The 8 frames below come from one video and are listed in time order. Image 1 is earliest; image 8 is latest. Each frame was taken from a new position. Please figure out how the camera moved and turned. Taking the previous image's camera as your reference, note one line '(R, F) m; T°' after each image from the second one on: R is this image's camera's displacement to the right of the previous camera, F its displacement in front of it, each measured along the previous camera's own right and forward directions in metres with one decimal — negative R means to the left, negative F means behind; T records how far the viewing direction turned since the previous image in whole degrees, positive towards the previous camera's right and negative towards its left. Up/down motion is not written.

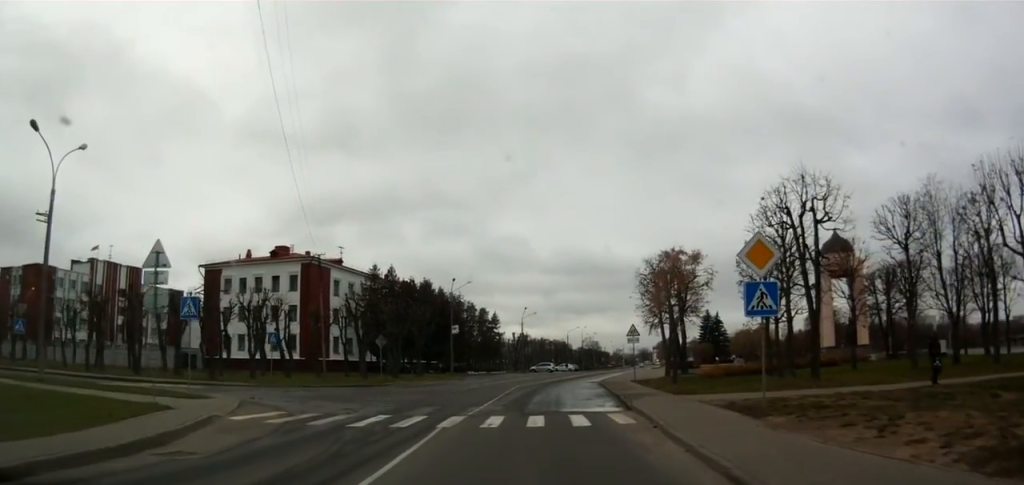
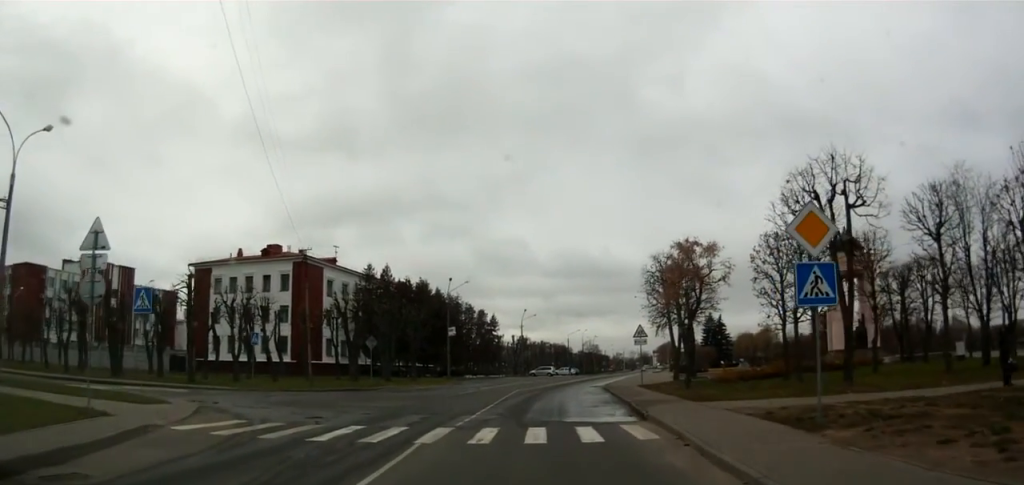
(-0.2, +2.3) m; -2°
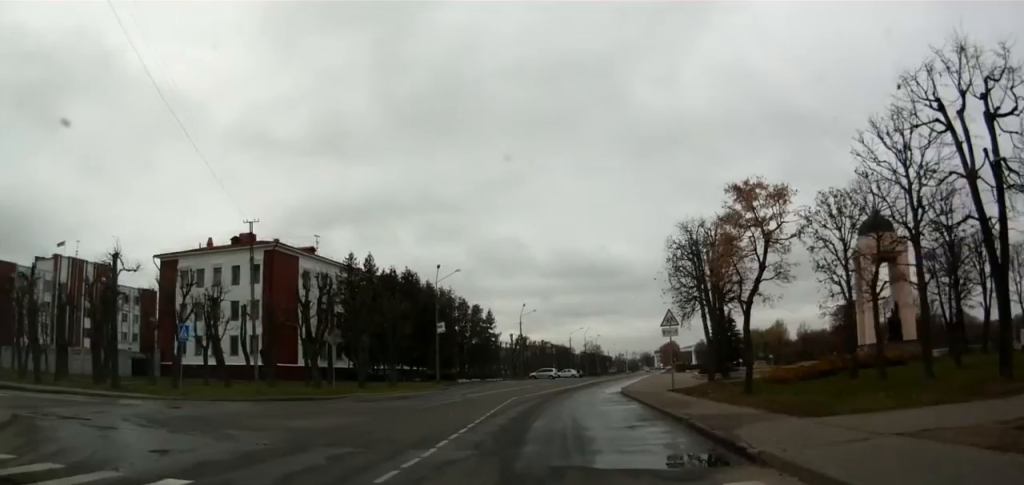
(-0.1, +6.9) m; -3°
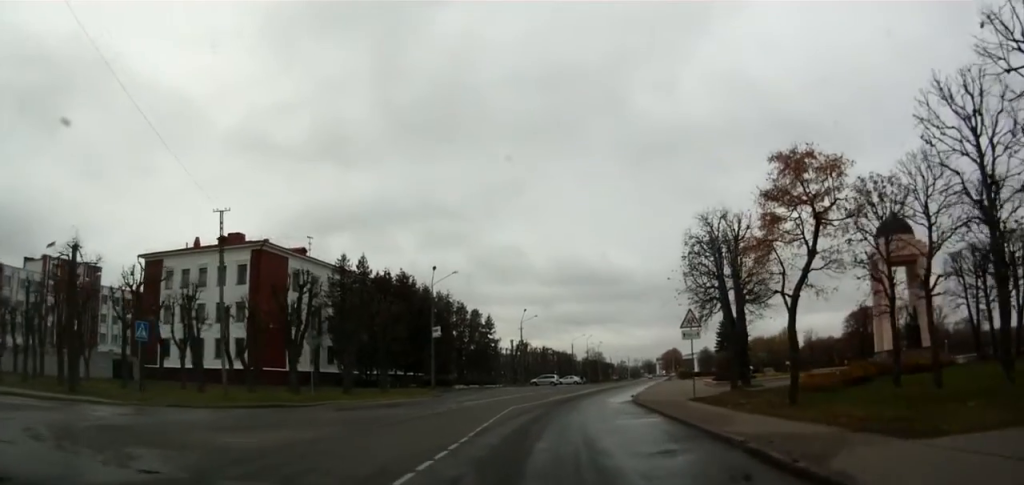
(-0.2, +3.4) m; +2°
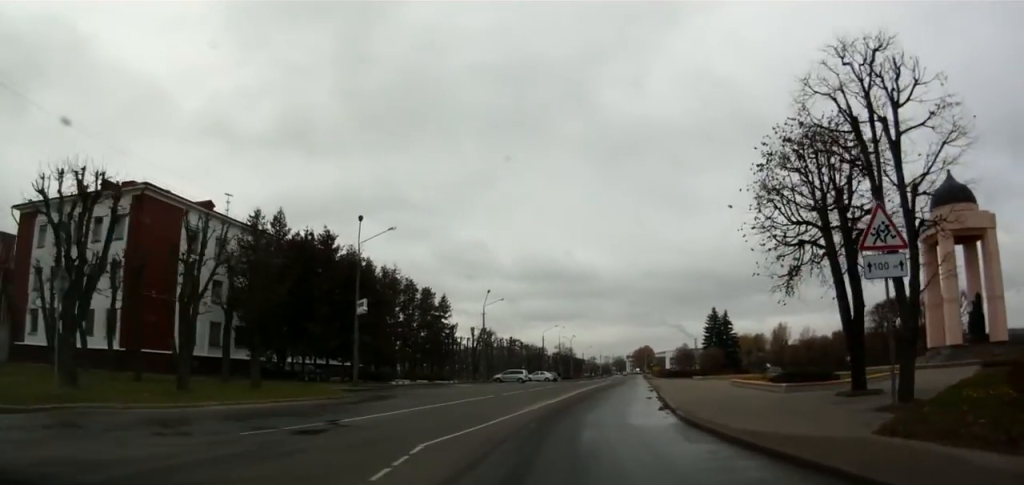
(+1.0, +14.2) m; +6°
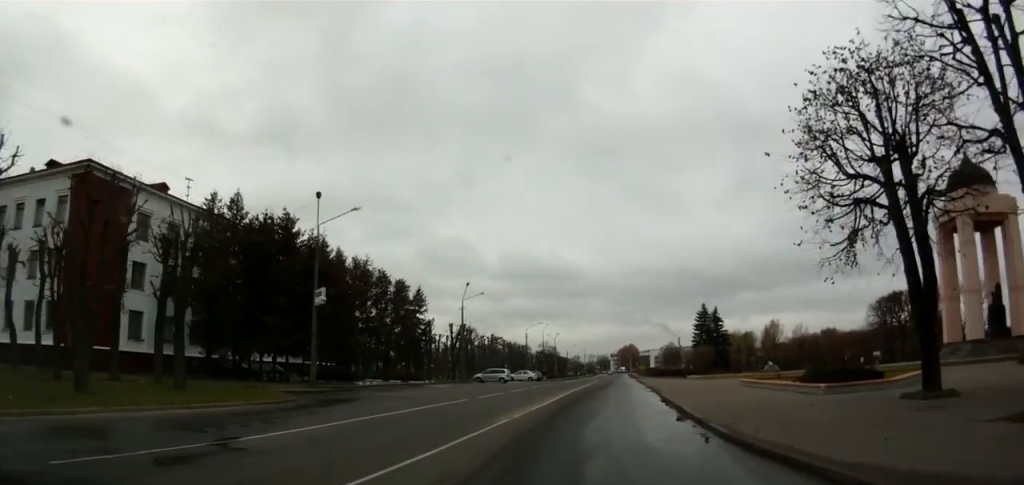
(0.0, +4.9) m; 0°
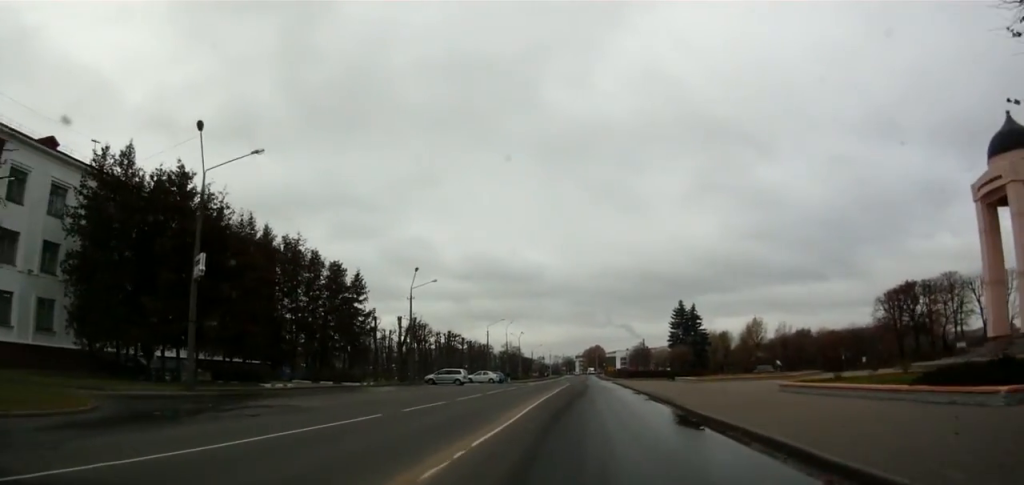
(+0.1, +10.2) m; +2°
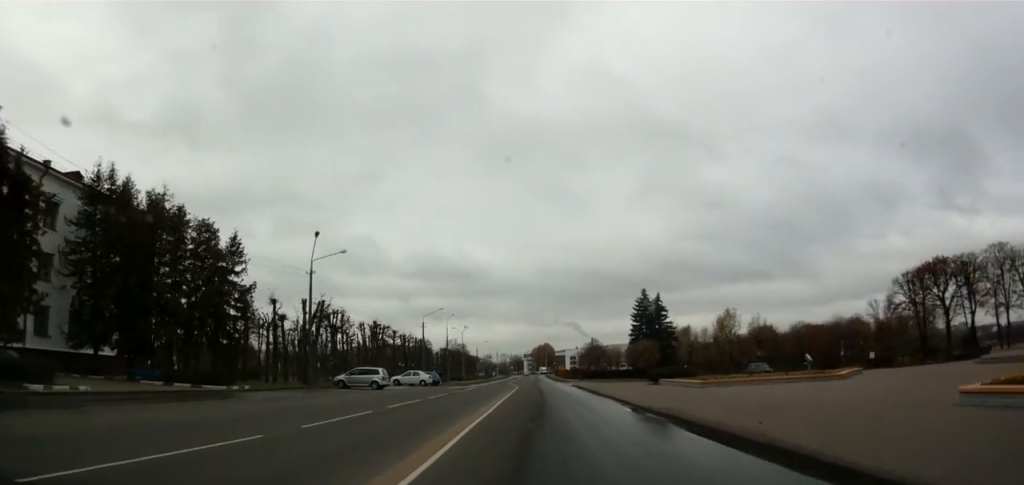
(+0.6, +13.5) m; +5°
